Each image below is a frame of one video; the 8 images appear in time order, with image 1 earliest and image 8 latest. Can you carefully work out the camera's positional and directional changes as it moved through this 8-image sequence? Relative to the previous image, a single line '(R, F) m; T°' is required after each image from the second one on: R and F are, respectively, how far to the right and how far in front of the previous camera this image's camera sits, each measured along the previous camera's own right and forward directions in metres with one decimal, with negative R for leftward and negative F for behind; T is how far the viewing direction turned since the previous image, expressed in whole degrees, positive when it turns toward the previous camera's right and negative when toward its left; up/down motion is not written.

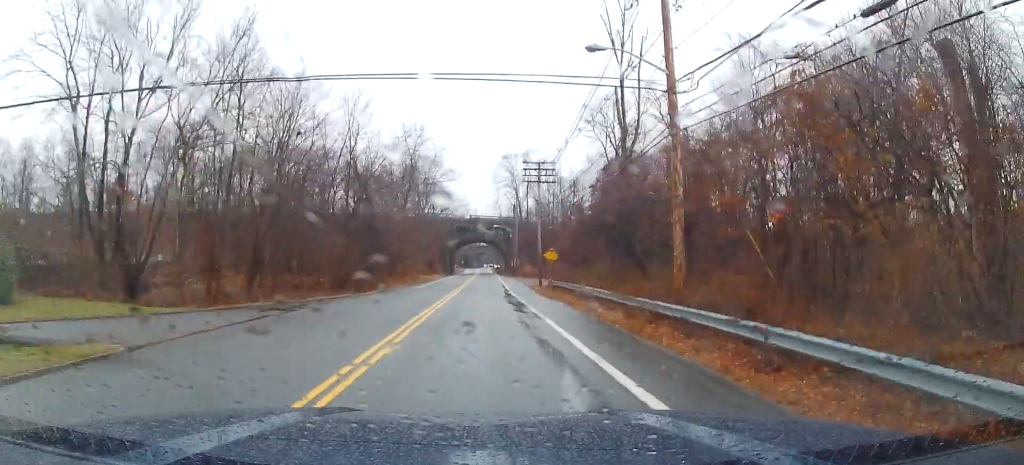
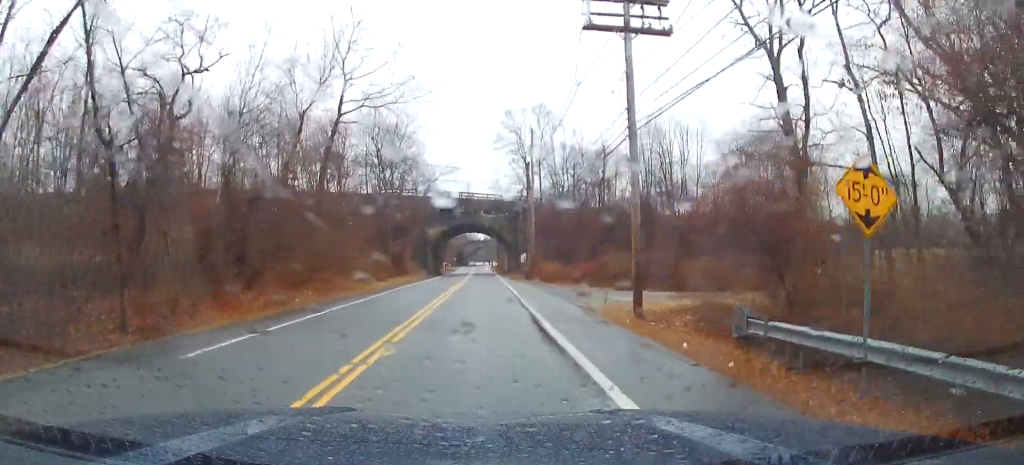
(+2.0, +34.7) m; +3°
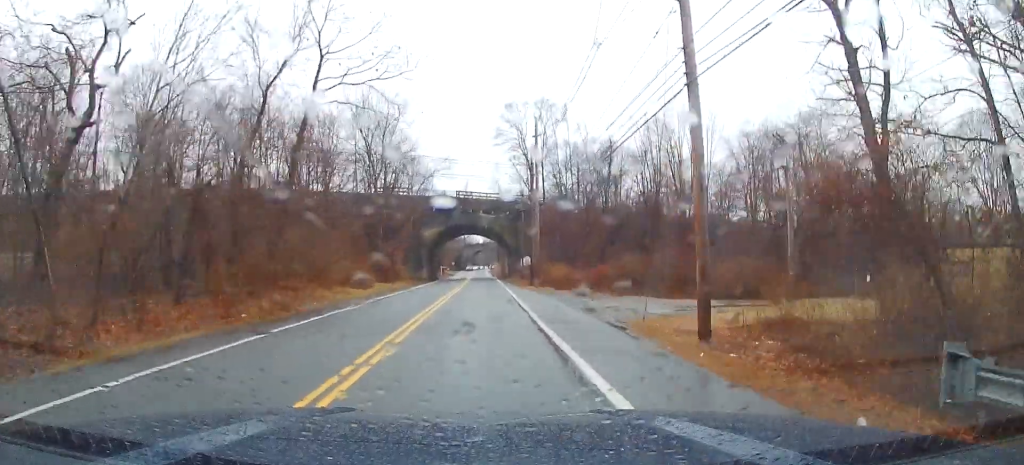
(0.0, +5.9) m; -1°
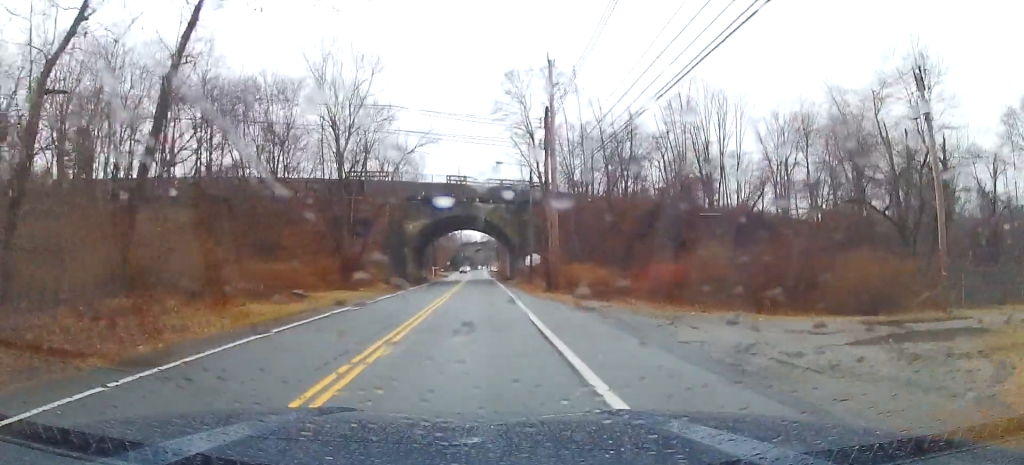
(-0.3, +14.3) m; -2°
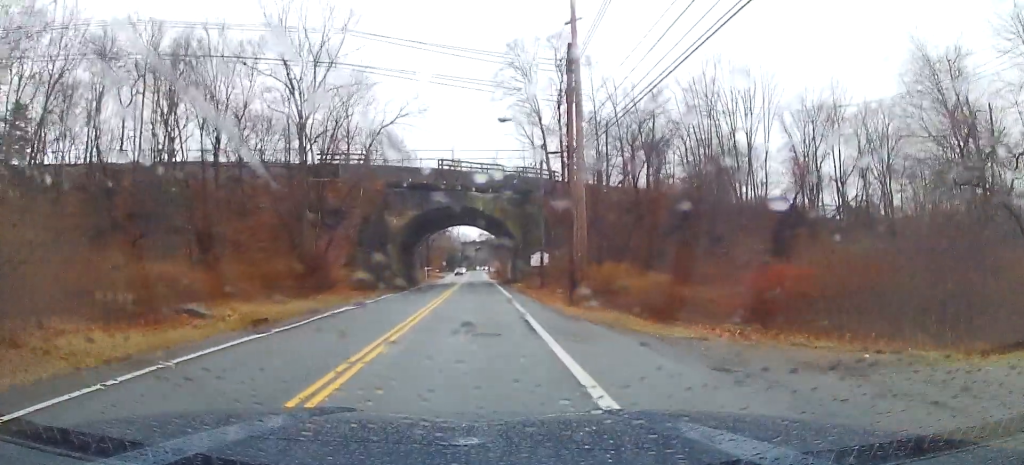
(-0.2, +10.4) m; -1°
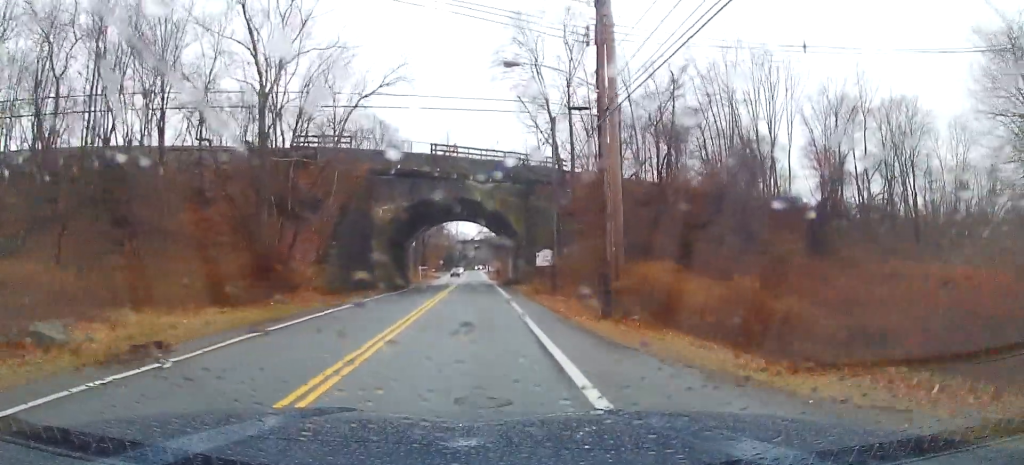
(-0.1, +7.0) m; 0°
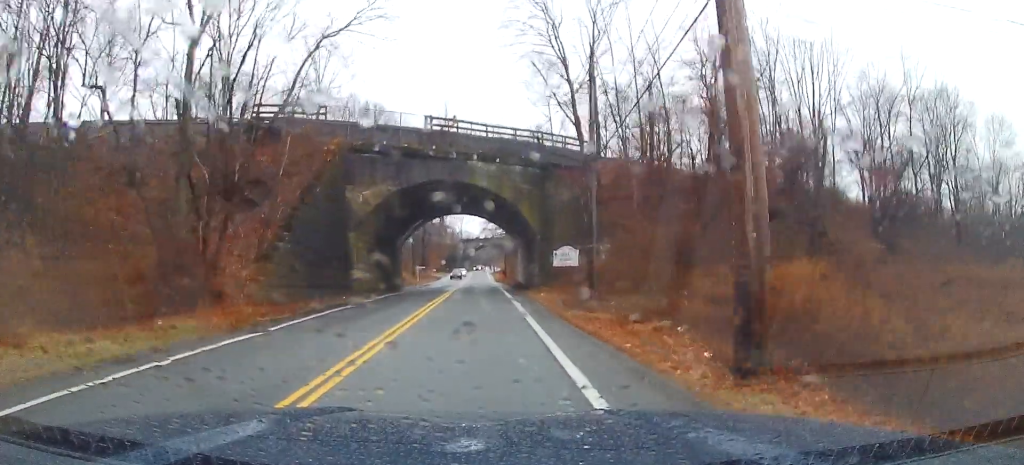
(0.0, +9.5) m; 0°
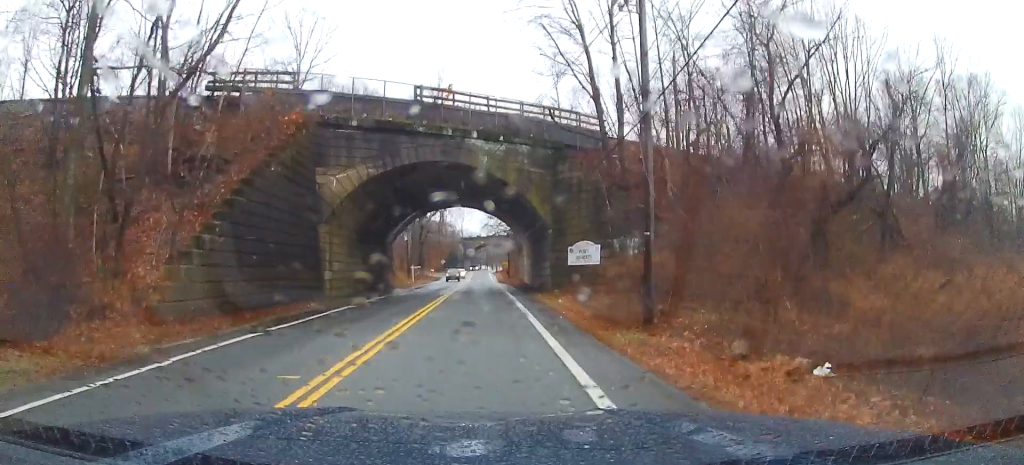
(0.0, +7.0) m; 0°
